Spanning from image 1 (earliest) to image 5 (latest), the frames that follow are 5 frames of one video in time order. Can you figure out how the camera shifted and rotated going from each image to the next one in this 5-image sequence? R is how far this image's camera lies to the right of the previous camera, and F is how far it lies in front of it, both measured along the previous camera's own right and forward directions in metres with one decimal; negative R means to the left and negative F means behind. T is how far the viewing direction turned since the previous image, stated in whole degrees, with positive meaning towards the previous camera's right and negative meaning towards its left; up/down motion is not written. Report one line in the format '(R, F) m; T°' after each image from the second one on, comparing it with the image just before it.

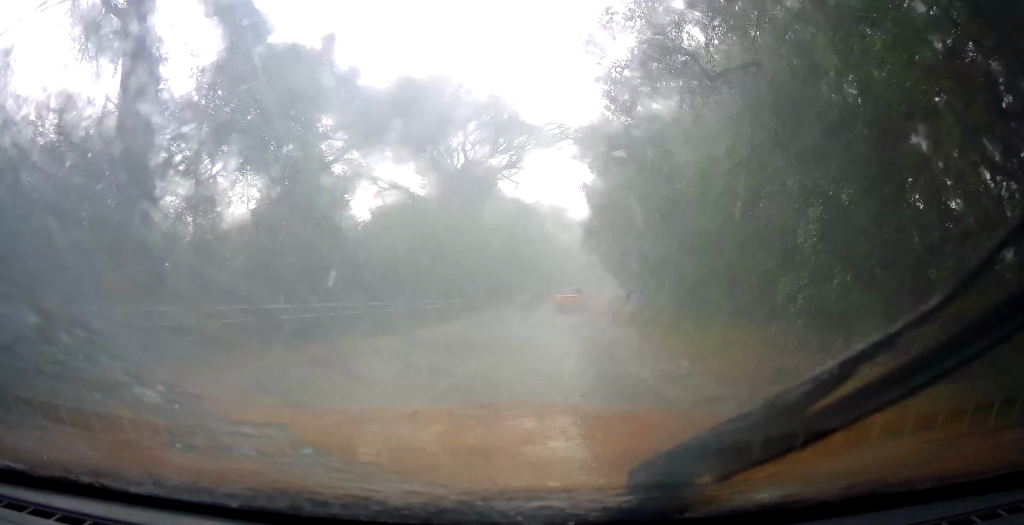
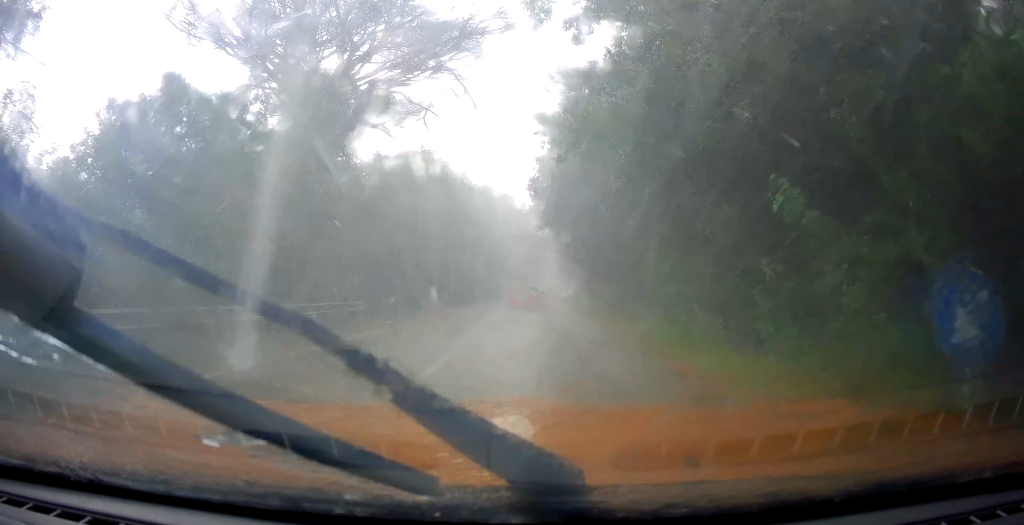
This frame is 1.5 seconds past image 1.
(+2.1, +18.7) m; +7°
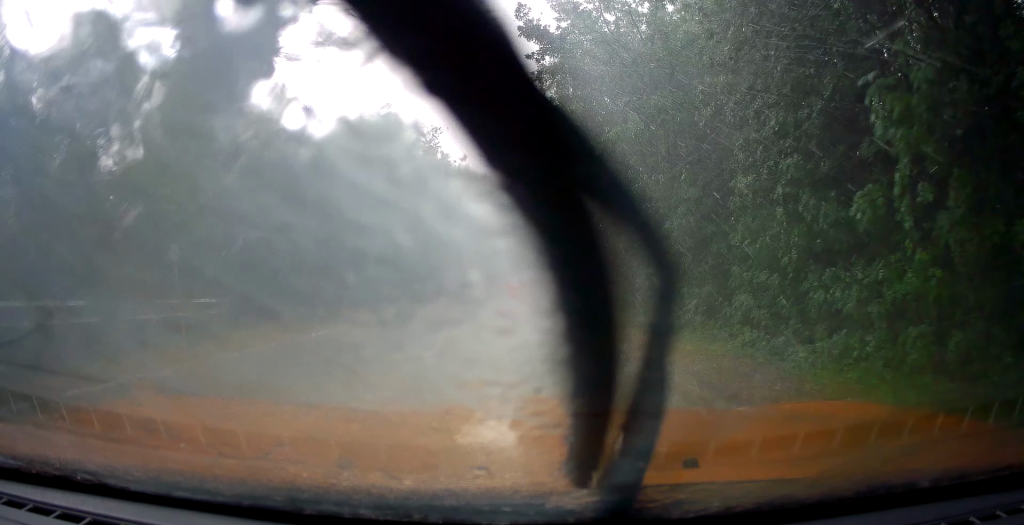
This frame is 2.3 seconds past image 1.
(-0.1, +9.1) m; 0°
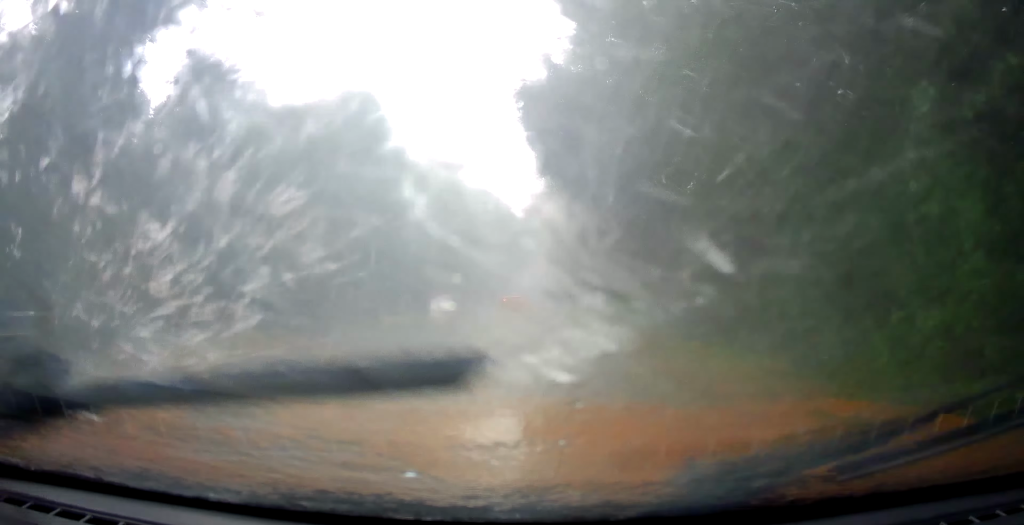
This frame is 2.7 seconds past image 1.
(-0.2, +5.0) m; 0°
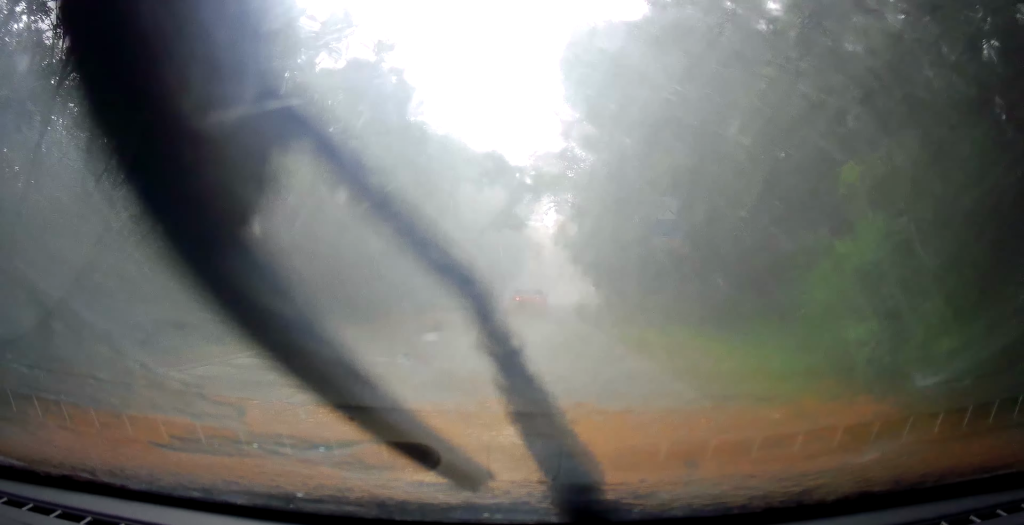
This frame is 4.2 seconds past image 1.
(+0.7, +18.7) m; +2°
